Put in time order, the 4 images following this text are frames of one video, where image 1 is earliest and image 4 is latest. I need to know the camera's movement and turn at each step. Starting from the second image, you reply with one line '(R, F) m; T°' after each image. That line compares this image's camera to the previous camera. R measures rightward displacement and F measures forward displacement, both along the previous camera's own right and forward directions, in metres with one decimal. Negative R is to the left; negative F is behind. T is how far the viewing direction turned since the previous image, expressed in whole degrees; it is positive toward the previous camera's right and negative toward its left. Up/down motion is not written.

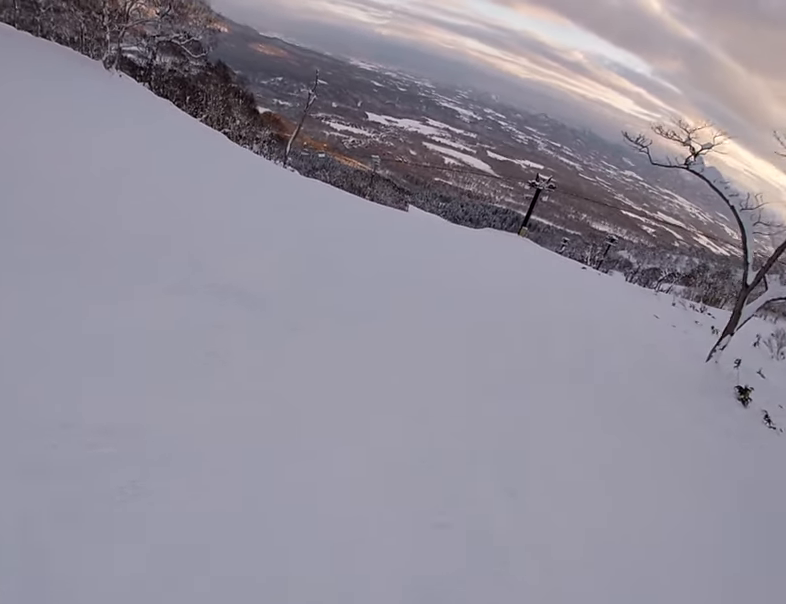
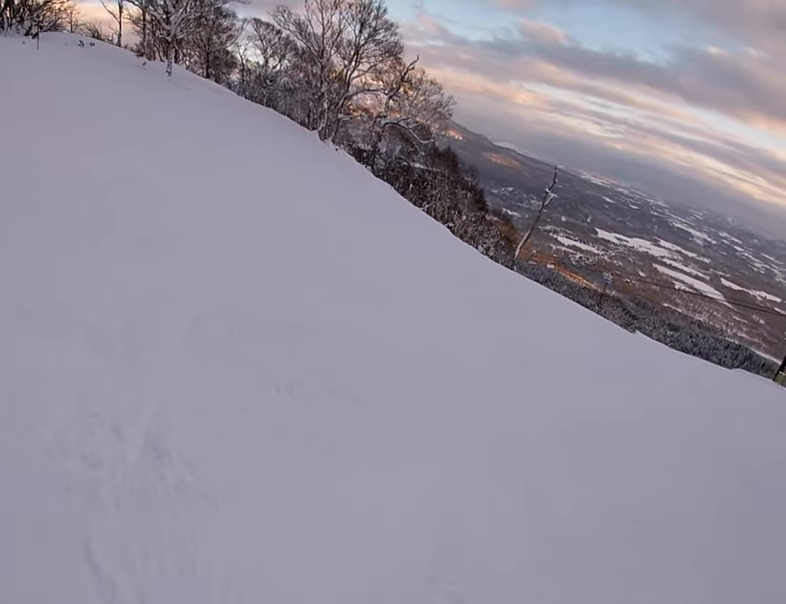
(-1.5, +5.2) m; +1°
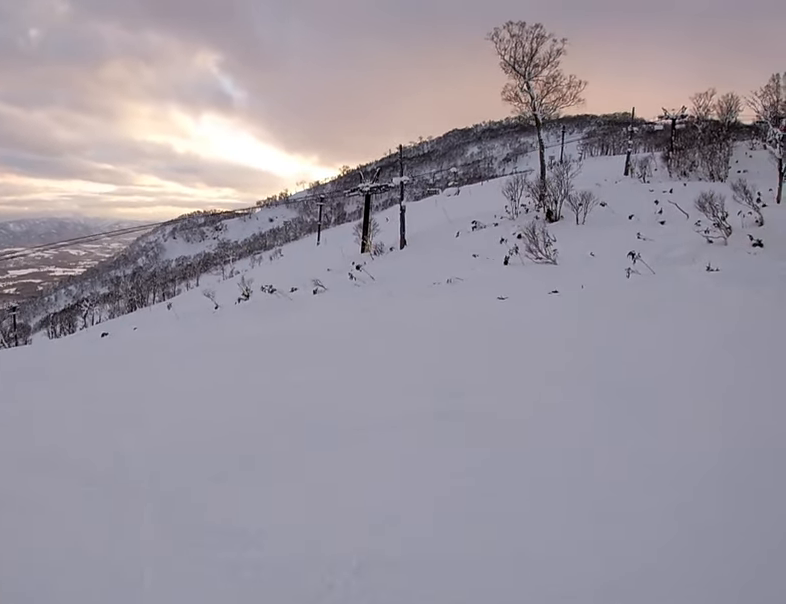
(+17.4, +10.9) m; +58°
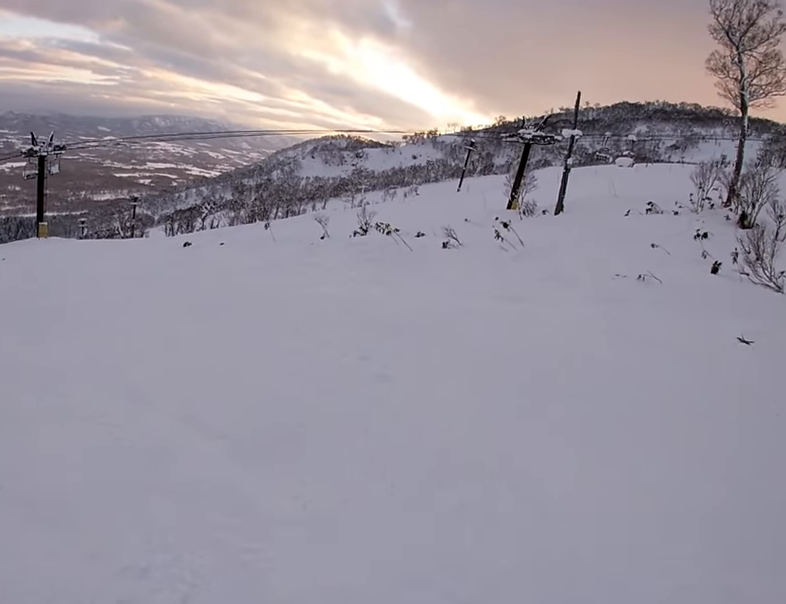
(-1.2, +4.7) m; -32°
